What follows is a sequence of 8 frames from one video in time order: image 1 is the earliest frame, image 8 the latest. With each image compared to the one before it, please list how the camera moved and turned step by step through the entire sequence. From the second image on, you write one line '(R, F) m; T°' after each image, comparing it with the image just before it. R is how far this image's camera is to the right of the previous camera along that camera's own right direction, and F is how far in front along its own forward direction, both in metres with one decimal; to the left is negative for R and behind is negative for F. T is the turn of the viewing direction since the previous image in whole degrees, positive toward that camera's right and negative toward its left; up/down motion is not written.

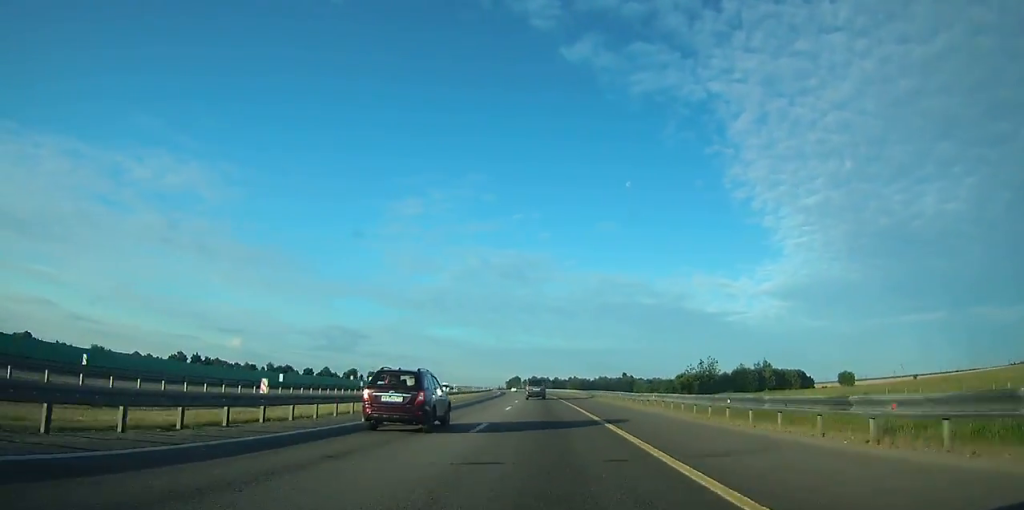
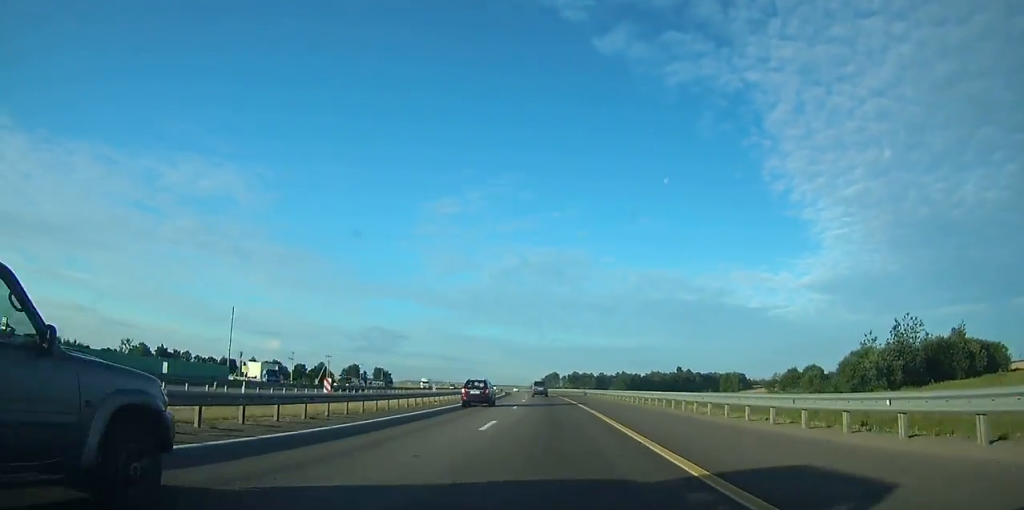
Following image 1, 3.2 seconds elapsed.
(-3.2, +102.9) m; -4°
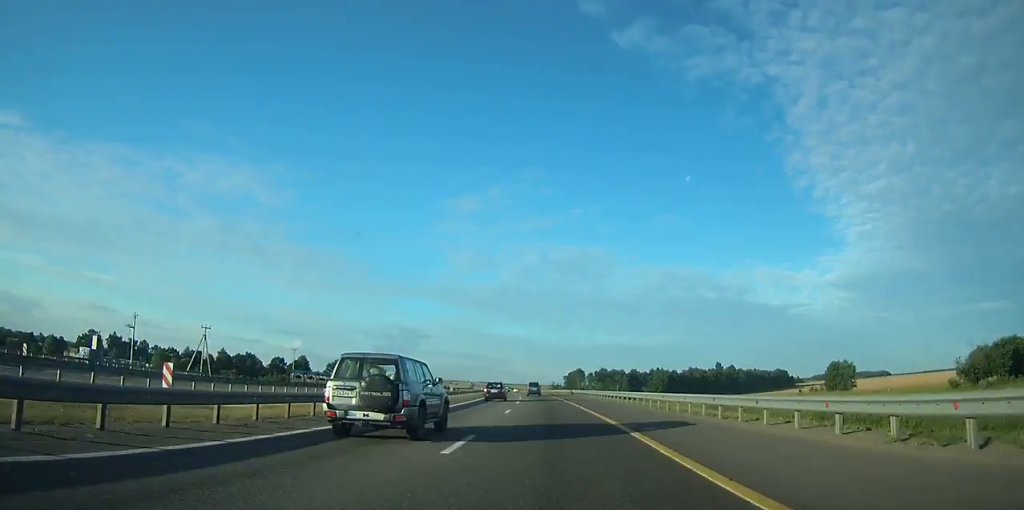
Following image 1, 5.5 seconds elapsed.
(-1.8, +72.1) m; -2°
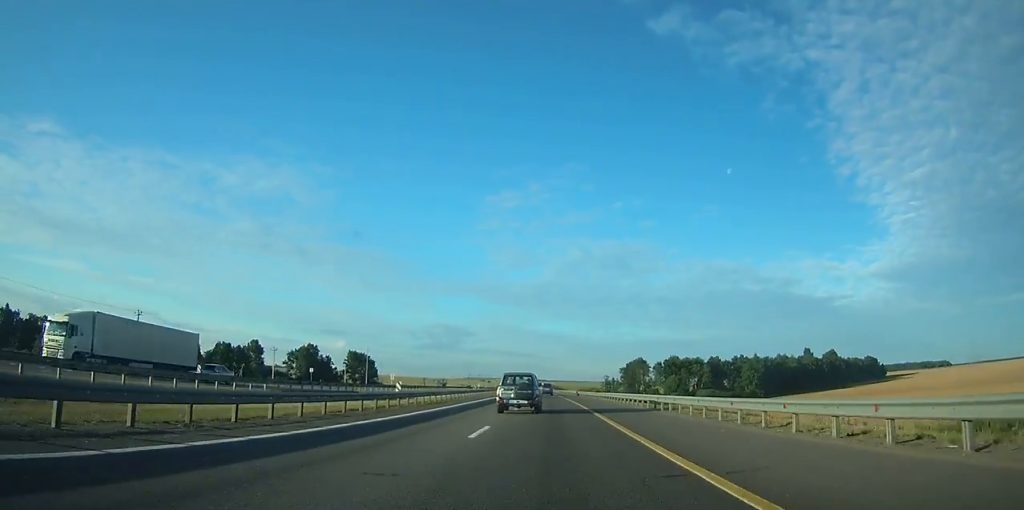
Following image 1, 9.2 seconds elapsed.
(-3.8, +112.7) m; -3°
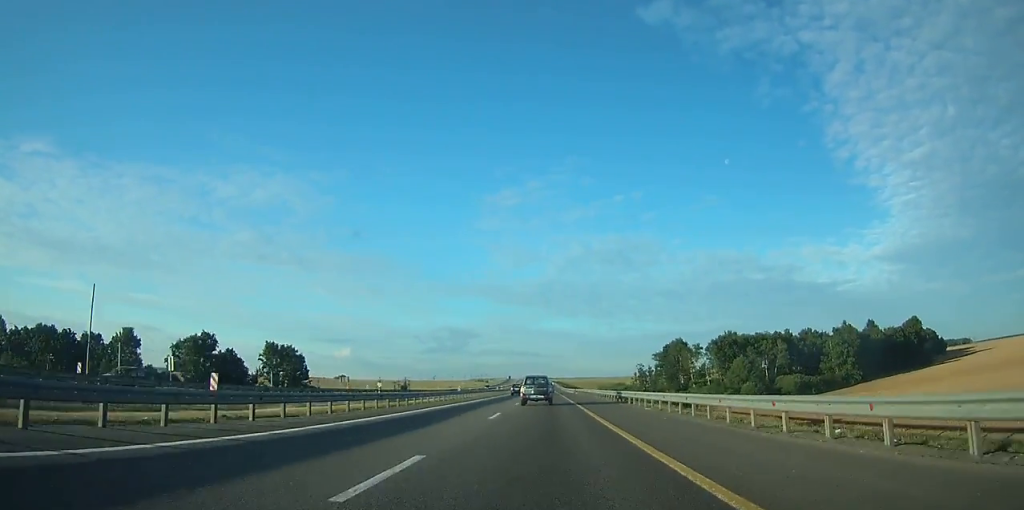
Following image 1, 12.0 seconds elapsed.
(-1.0, +85.5) m; -1°
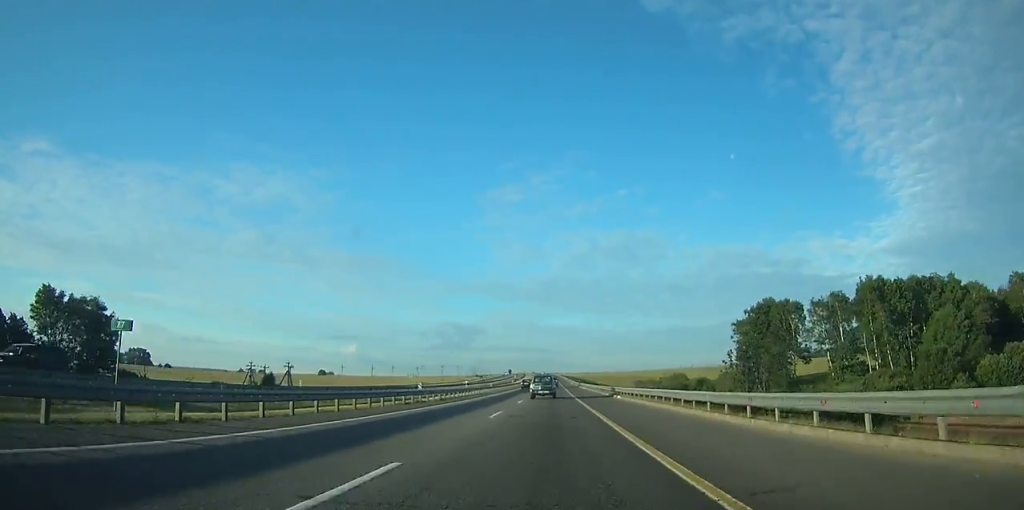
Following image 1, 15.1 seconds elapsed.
(-0.5, +94.2) m; 0°
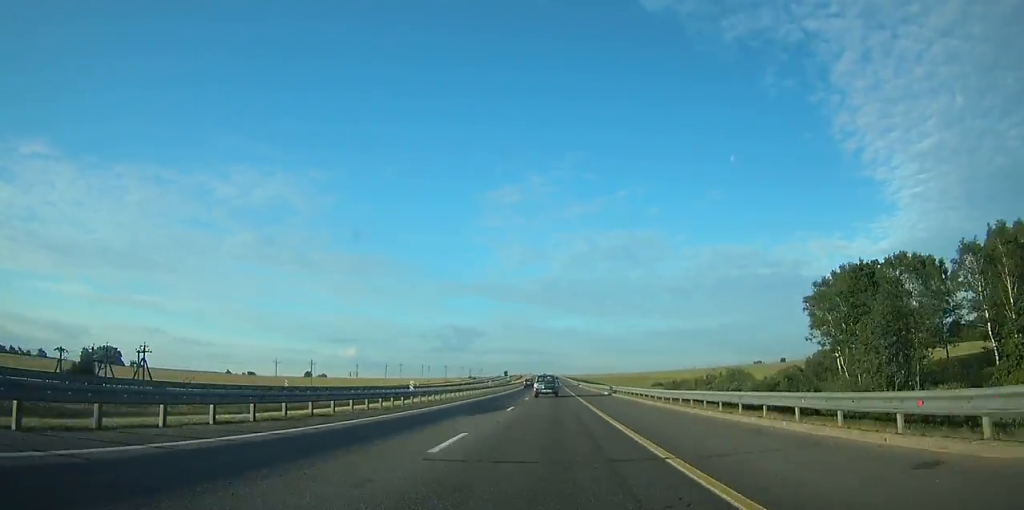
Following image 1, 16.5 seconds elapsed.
(-0.1, +40.5) m; 0°
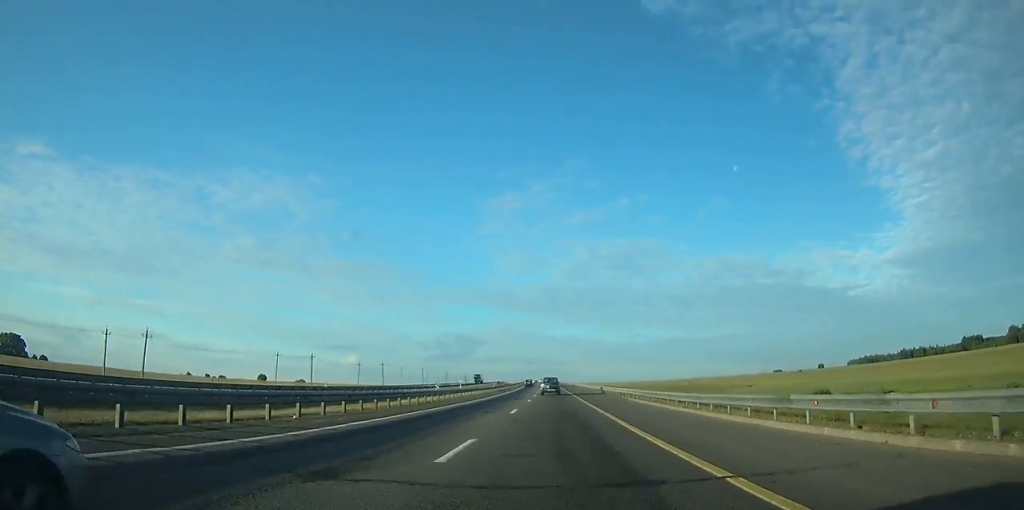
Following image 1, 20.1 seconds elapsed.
(-0.4, +108.0) m; 0°
